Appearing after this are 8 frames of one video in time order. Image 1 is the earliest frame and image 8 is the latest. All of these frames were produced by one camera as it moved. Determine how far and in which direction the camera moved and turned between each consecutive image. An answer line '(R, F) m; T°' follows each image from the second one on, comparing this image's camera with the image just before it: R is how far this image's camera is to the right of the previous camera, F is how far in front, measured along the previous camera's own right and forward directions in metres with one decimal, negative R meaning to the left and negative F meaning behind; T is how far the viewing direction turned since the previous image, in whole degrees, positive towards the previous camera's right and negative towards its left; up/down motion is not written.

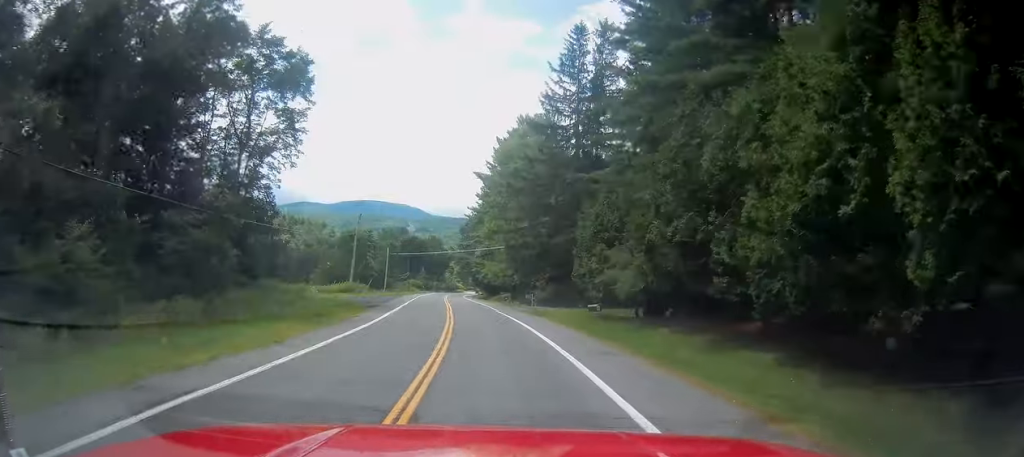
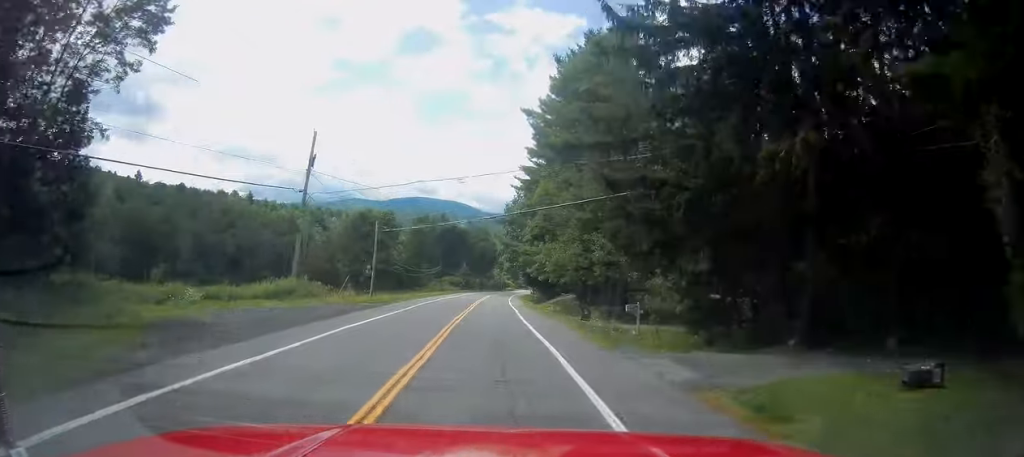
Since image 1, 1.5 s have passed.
(-1.5, +33.2) m; -5°
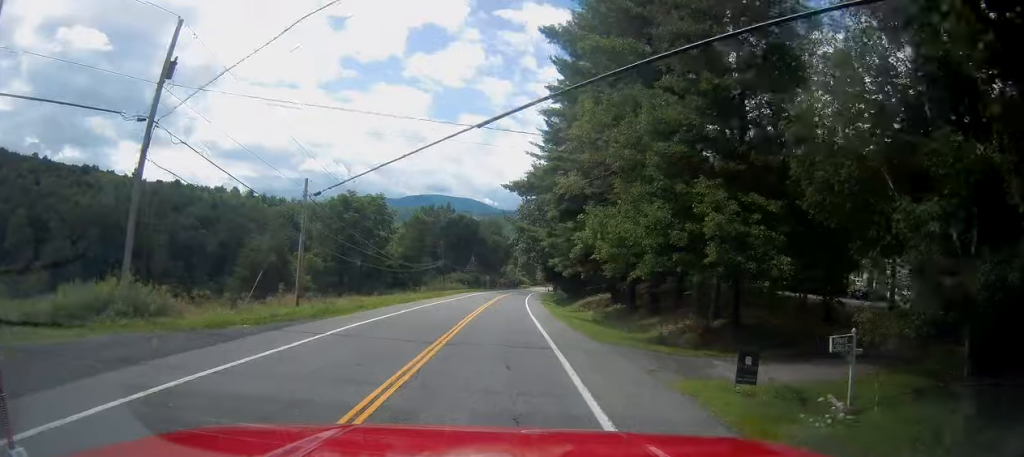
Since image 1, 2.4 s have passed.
(-0.5, +20.2) m; -1°
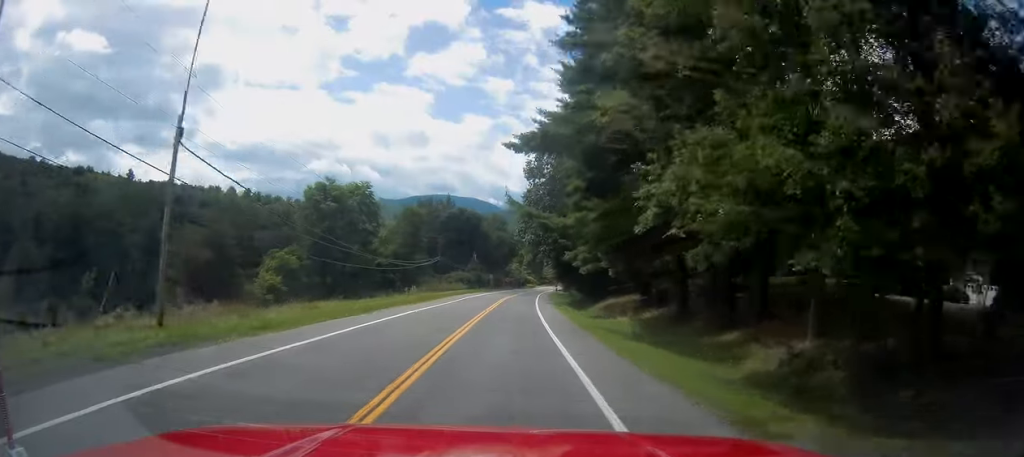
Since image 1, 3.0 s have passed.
(0.0, +12.9) m; 0°
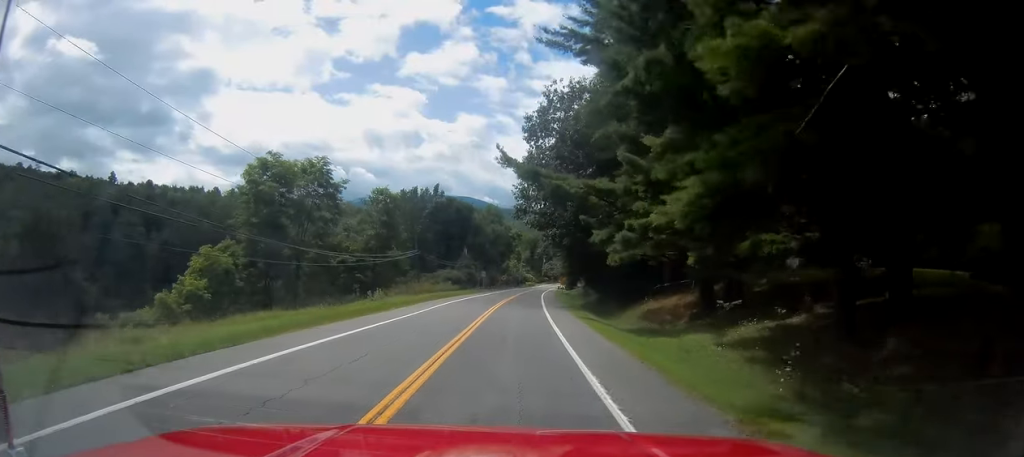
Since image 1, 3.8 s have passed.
(0.0, +18.3) m; 0°
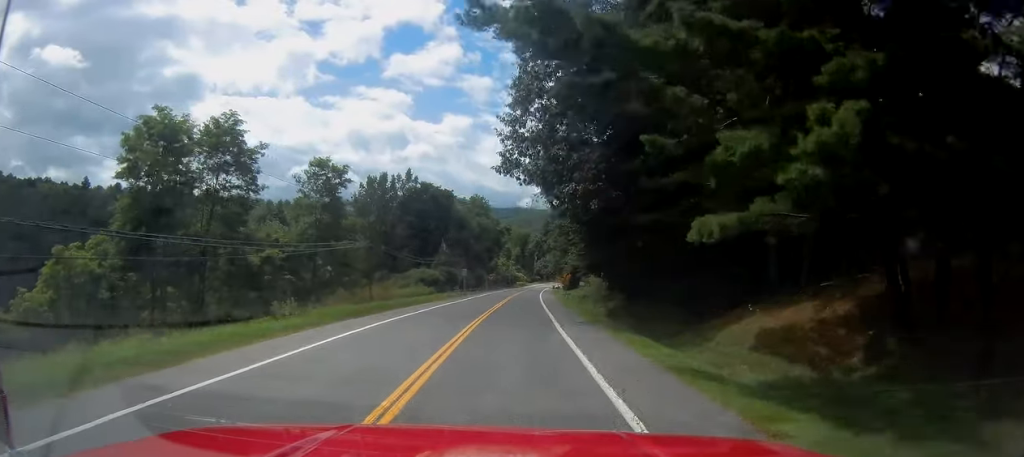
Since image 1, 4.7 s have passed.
(0.0, +20.7) m; +1°
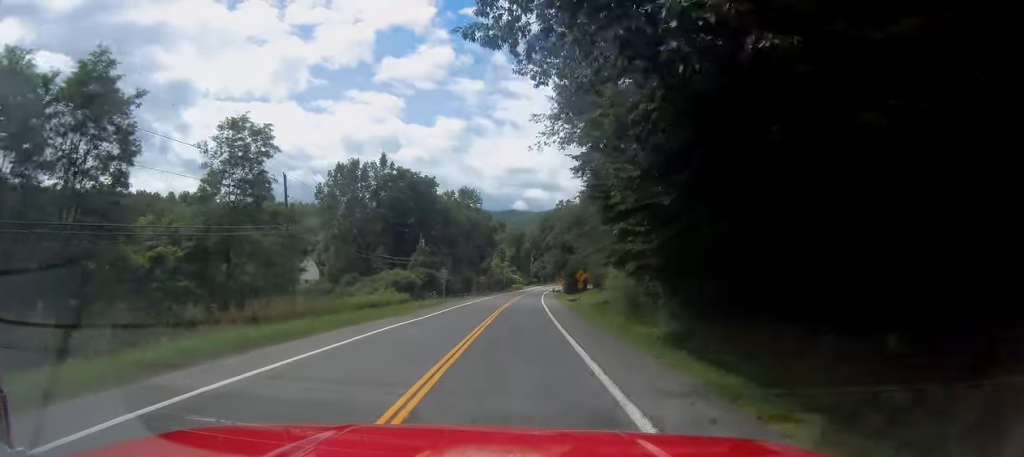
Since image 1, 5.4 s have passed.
(+0.1, +17.6) m; +1°
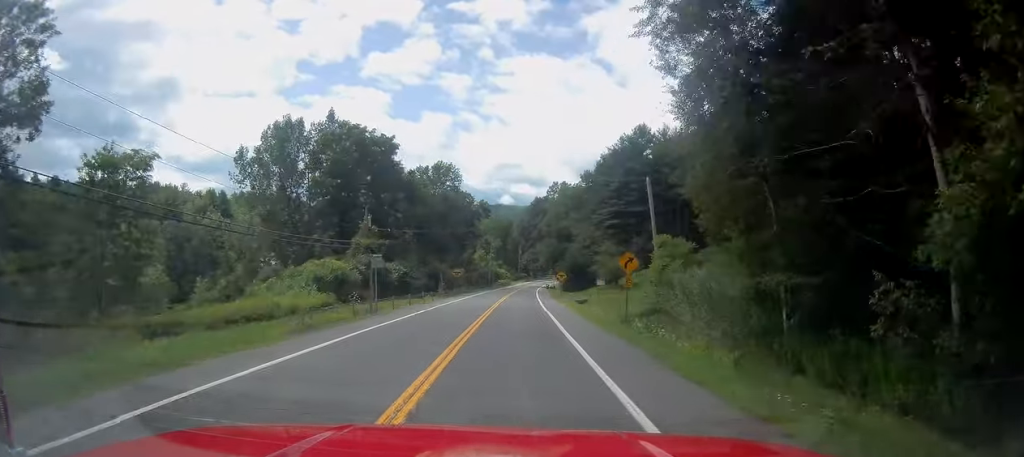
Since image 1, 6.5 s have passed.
(+0.4, +23.7) m; +1°
